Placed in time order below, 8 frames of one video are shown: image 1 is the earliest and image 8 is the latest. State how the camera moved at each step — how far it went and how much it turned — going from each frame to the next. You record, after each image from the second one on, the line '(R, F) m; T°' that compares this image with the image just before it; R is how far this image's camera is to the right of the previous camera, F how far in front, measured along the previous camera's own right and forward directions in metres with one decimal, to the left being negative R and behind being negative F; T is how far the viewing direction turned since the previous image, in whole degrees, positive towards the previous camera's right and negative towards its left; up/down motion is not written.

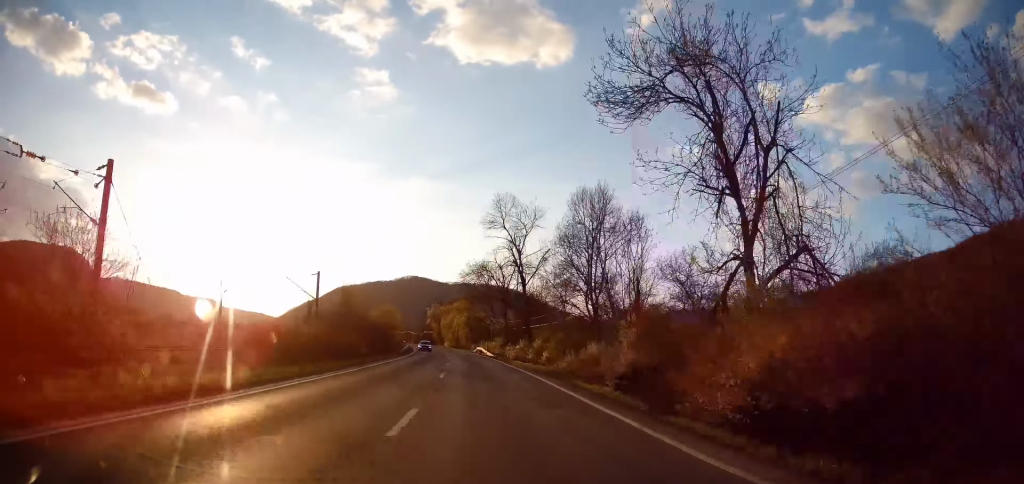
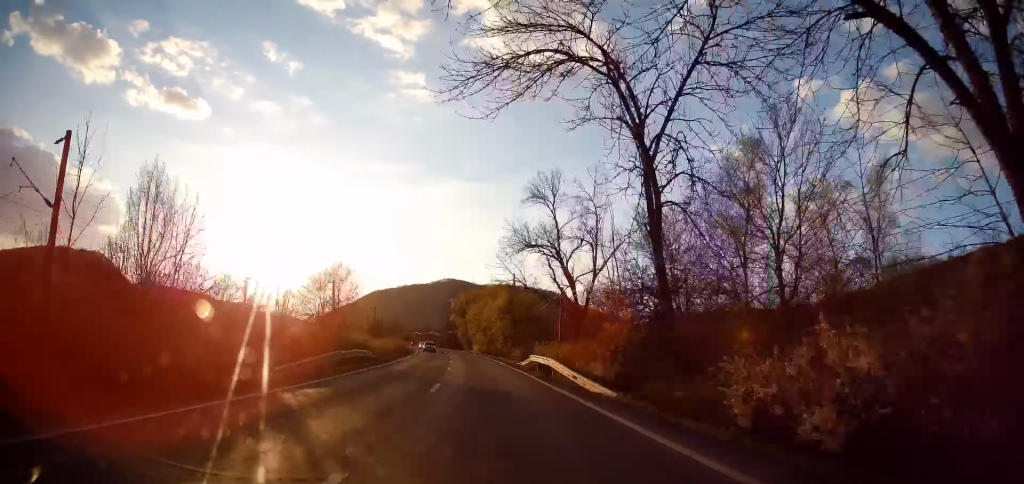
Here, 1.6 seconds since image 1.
(-0.8, +41.6) m; -4°
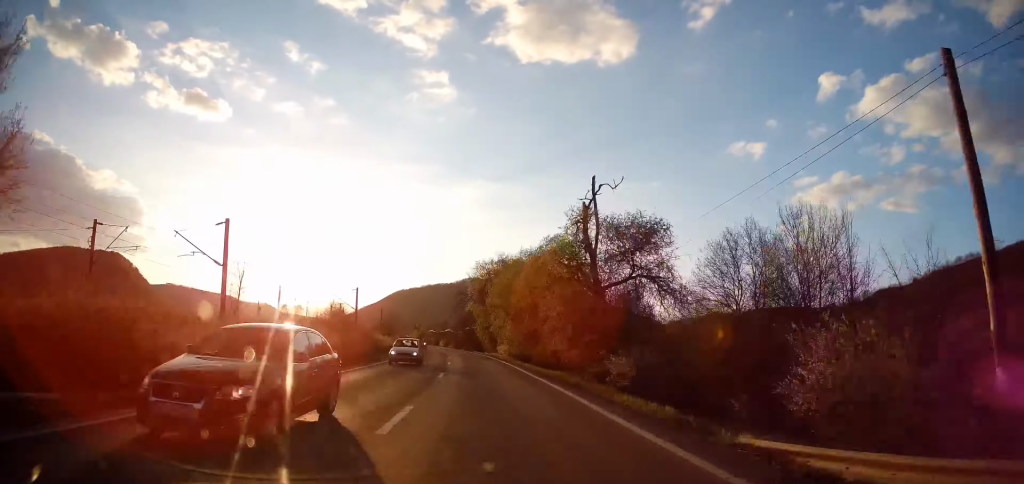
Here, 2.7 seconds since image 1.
(-1.3, +30.8) m; -3°
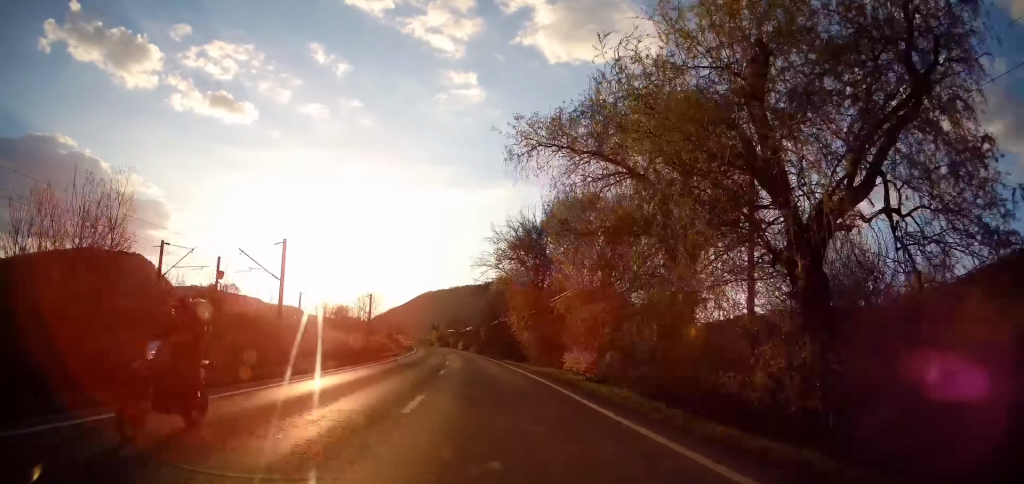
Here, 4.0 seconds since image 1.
(-0.5, +34.2) m; -3°
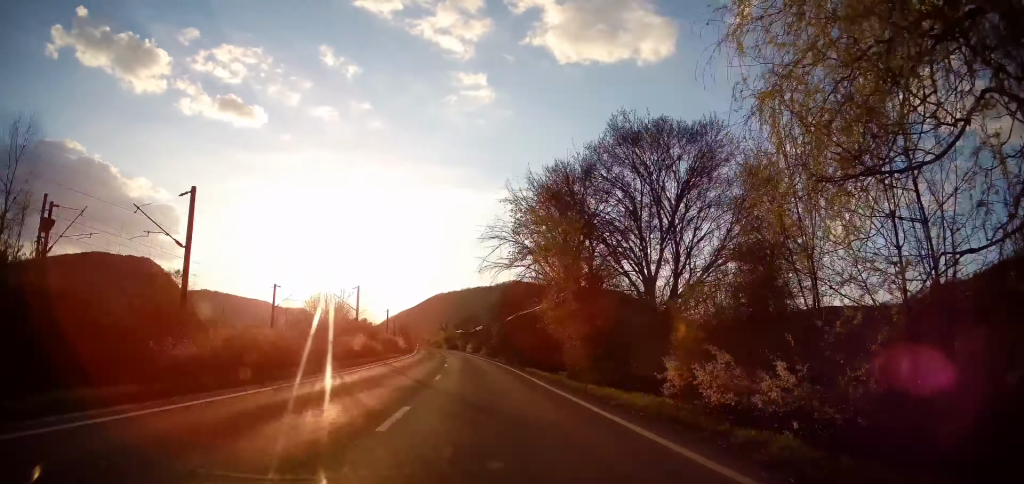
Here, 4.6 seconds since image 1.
(-0.2, +14.0) m; -2°
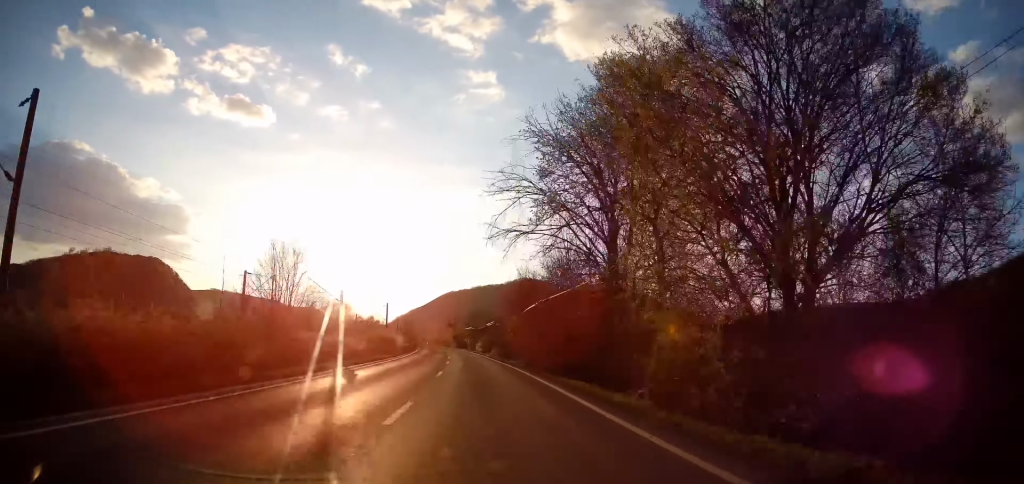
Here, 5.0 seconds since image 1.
(-0.1, +11.4) m; -1°
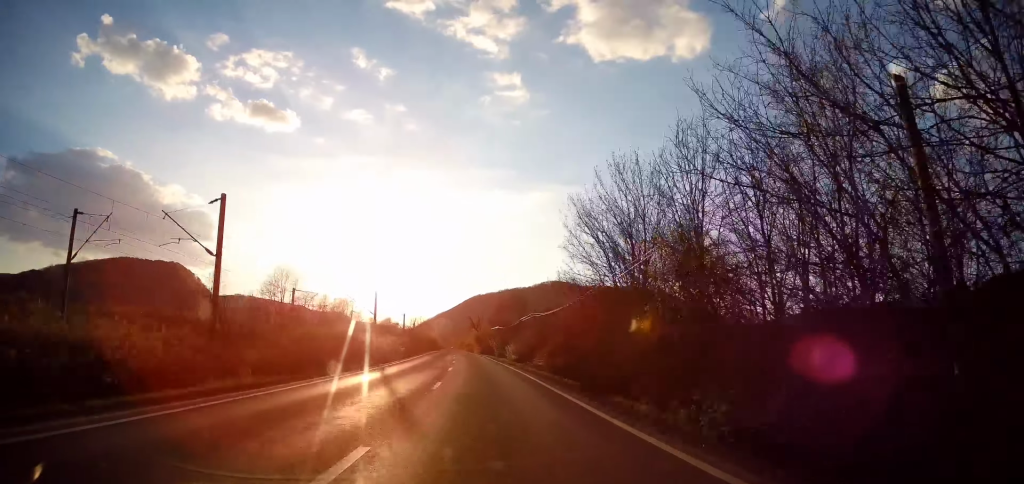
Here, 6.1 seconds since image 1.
(-0.4, +28.9) m; -2°
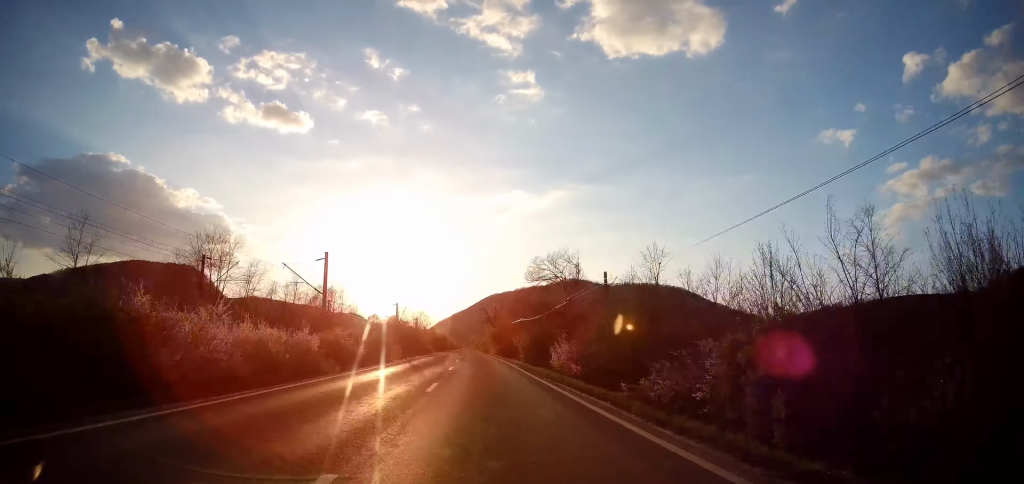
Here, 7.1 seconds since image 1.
(-0.4, +25.3) m; -3°
